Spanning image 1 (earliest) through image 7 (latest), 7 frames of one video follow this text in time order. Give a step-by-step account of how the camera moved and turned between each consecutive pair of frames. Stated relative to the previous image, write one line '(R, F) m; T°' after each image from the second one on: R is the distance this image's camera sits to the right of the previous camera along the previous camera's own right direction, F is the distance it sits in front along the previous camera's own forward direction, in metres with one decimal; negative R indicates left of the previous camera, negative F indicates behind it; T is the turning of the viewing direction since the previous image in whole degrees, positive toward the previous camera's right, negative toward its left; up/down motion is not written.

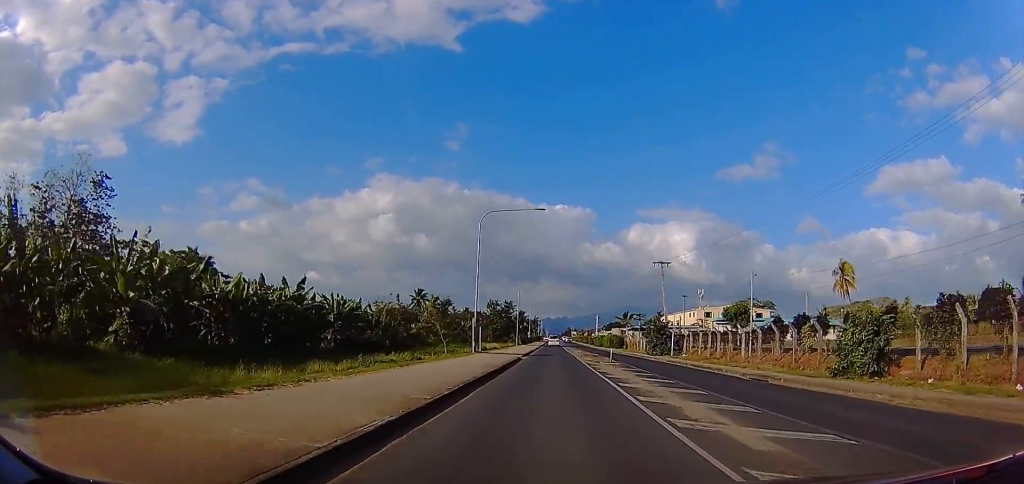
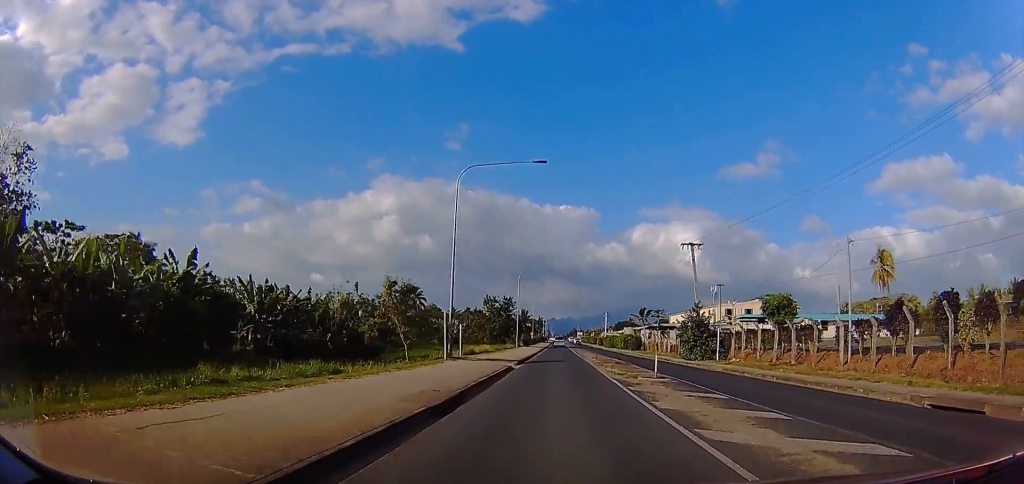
(0.0, +14.1) m; 0°
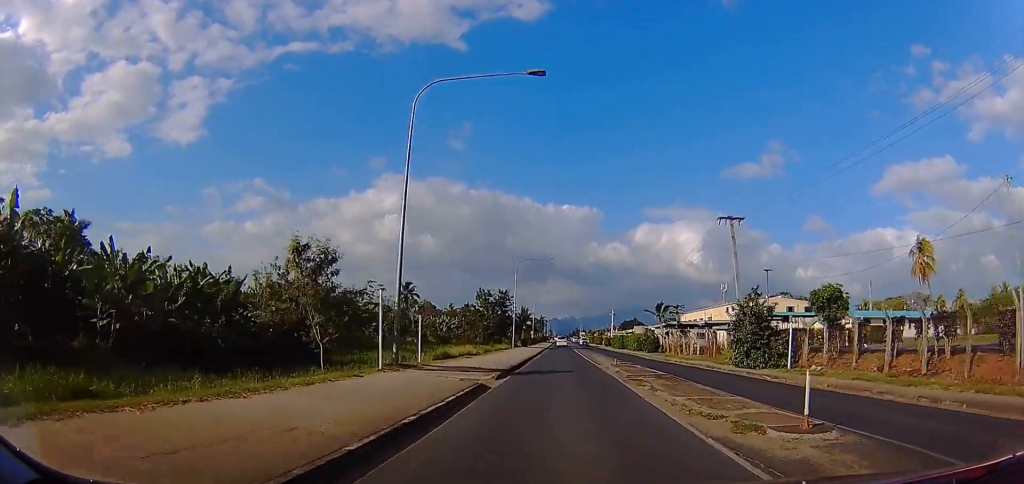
(0.0, +12.3) m; 0°
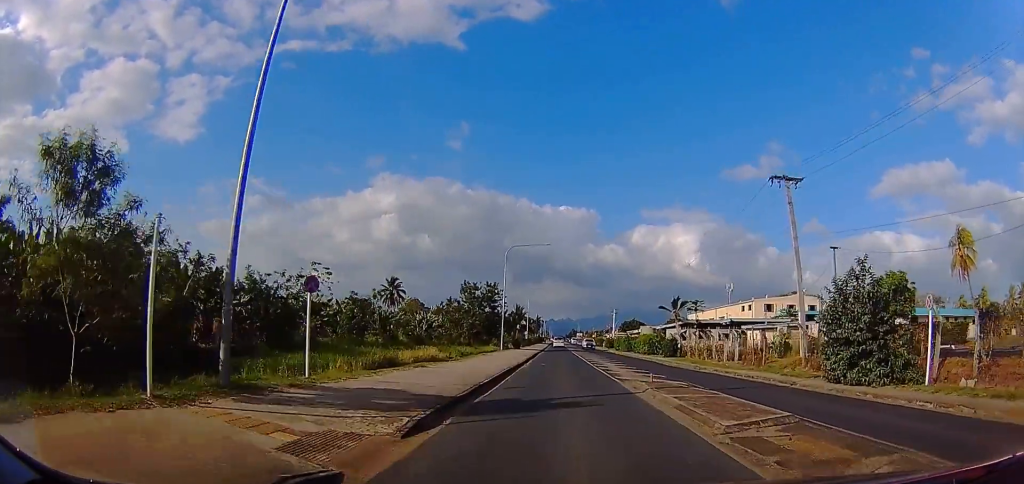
(0.0, +11.1) m; -2°
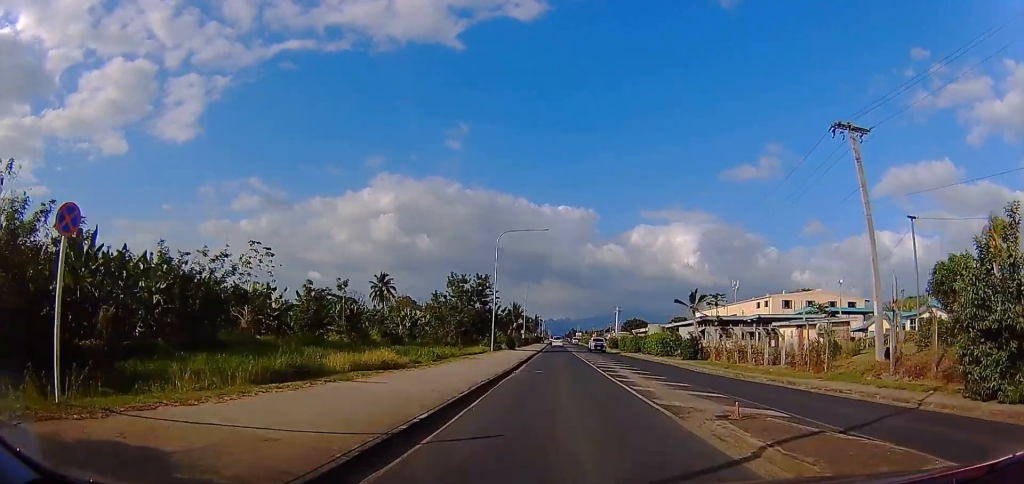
(0.0, +8.0) m; -2°
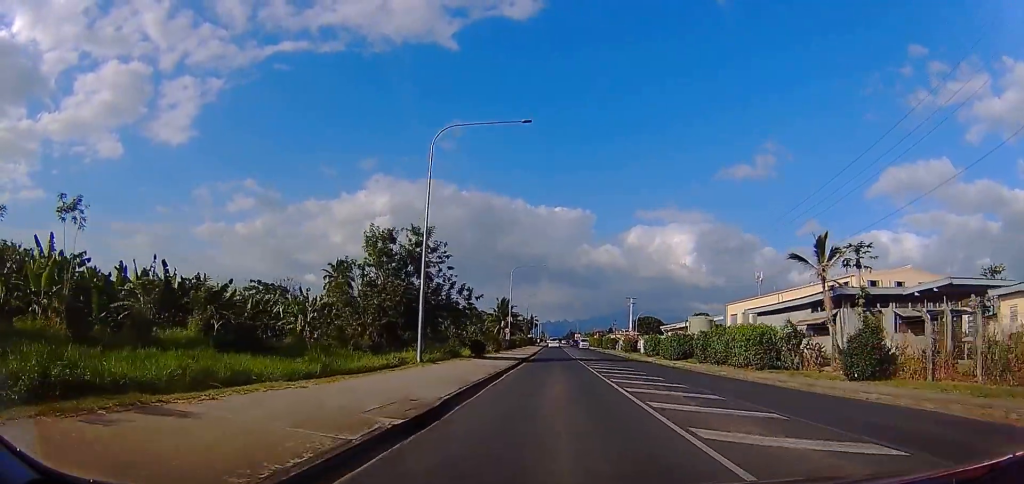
(+0.1, +25.0) m; +4°
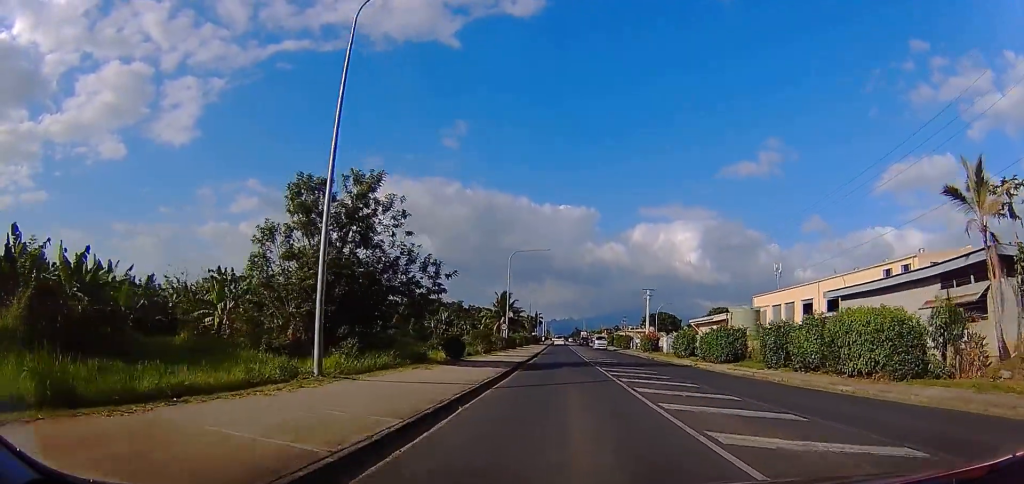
(0.0, +10.6) m; -1°
